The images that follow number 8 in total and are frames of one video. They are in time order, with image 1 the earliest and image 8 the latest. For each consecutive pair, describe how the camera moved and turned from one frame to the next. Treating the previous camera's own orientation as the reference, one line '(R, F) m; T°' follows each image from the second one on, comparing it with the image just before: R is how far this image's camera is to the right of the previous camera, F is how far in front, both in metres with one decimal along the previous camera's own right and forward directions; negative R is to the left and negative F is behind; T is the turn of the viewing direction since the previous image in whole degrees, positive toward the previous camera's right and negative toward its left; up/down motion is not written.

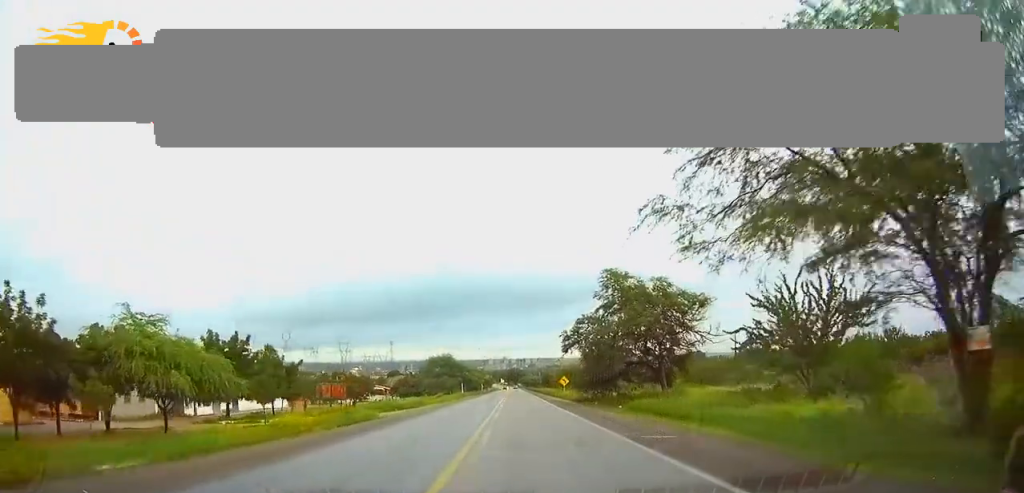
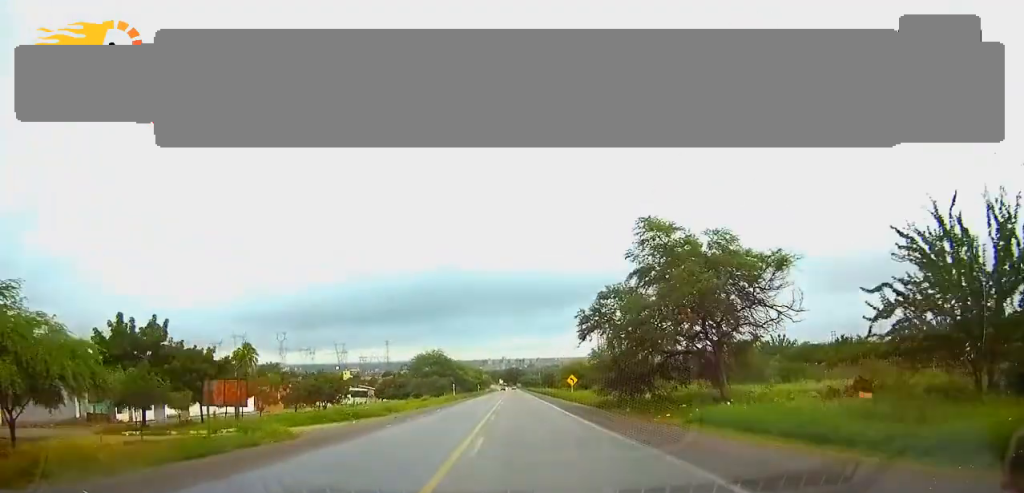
(0.0, +14.7) m; 0°
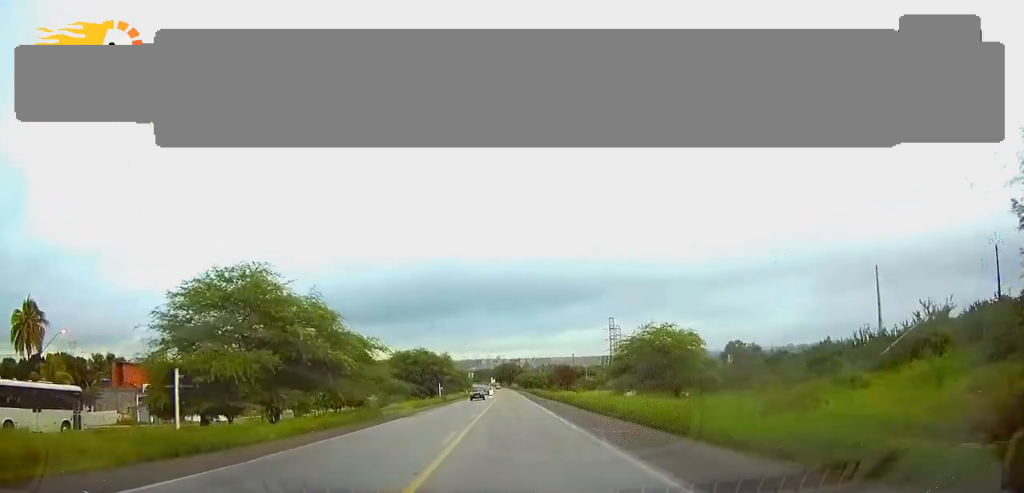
(0.0, +83.2) m; 0°
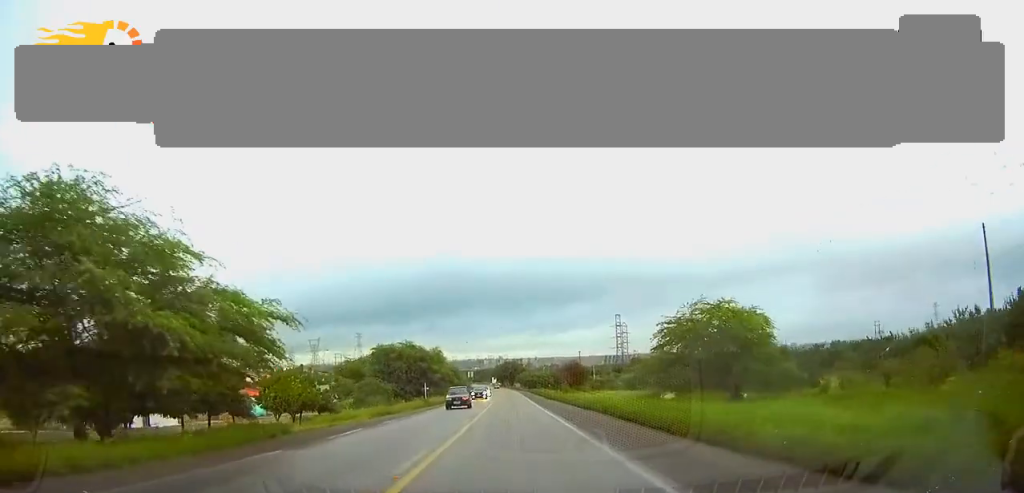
(+0.2, +16.9) m; 0°
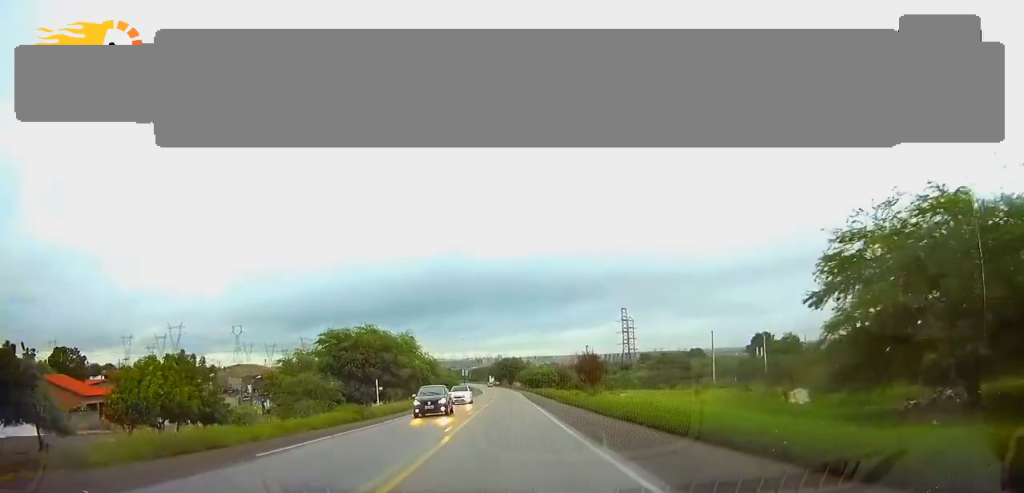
(-0.1, +26.4) m; 0°
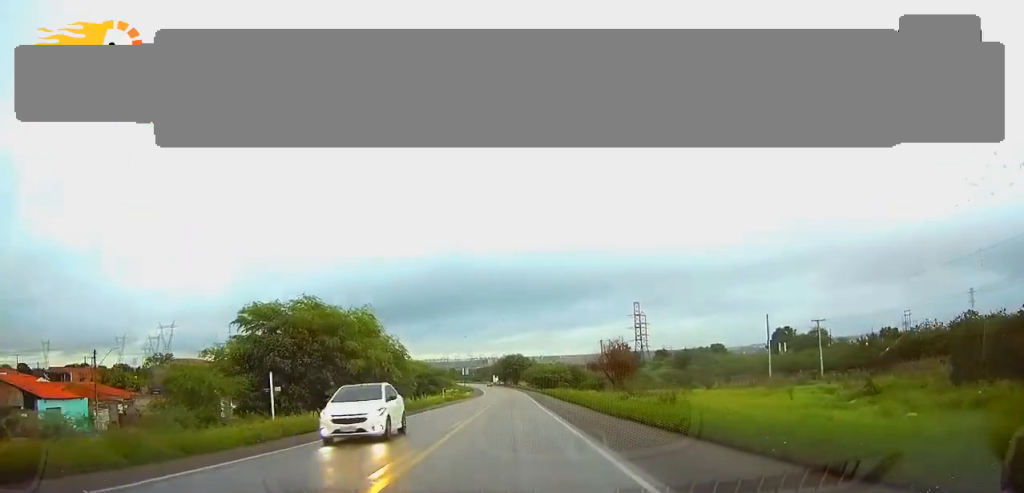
(0.0, +22.7) m; 0°
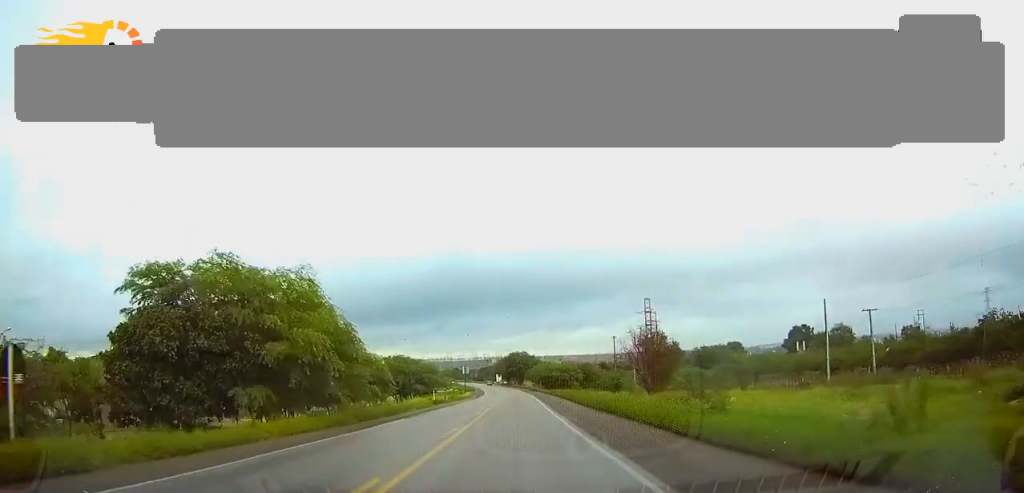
(0.0, +16.1) m; 0°
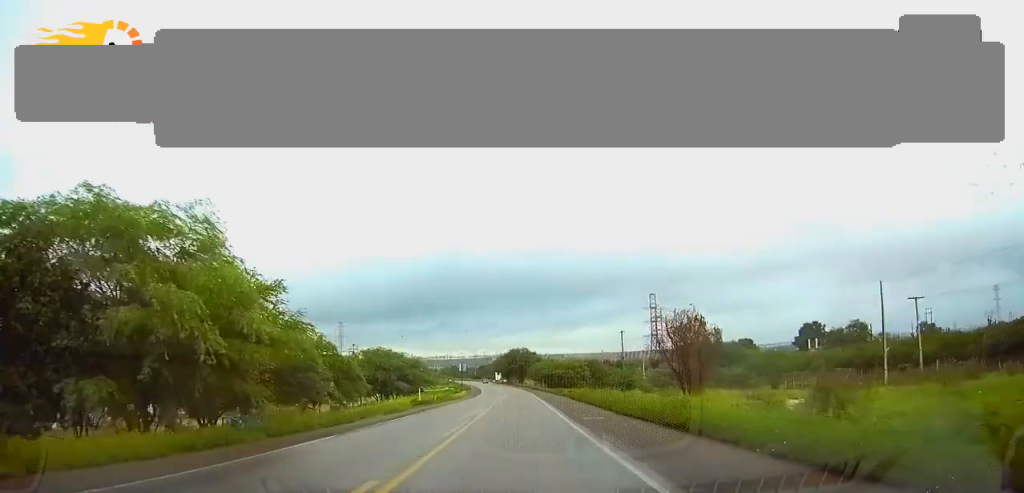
(-0.1, +12.4) m; 0°
